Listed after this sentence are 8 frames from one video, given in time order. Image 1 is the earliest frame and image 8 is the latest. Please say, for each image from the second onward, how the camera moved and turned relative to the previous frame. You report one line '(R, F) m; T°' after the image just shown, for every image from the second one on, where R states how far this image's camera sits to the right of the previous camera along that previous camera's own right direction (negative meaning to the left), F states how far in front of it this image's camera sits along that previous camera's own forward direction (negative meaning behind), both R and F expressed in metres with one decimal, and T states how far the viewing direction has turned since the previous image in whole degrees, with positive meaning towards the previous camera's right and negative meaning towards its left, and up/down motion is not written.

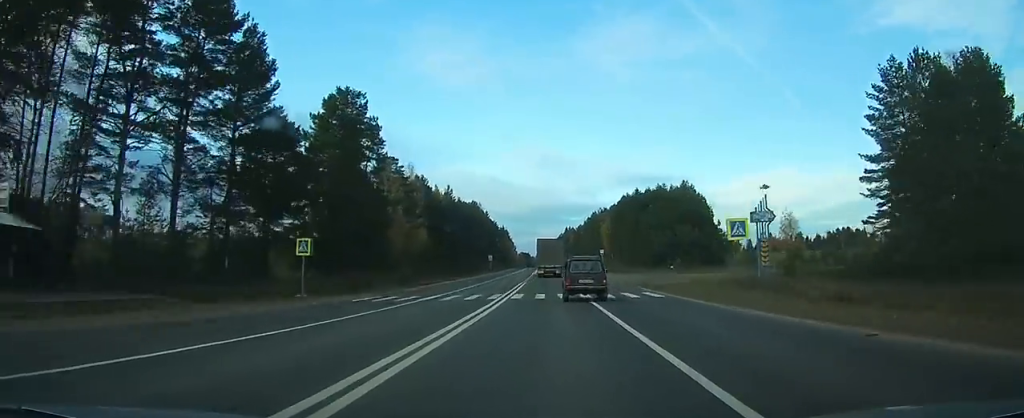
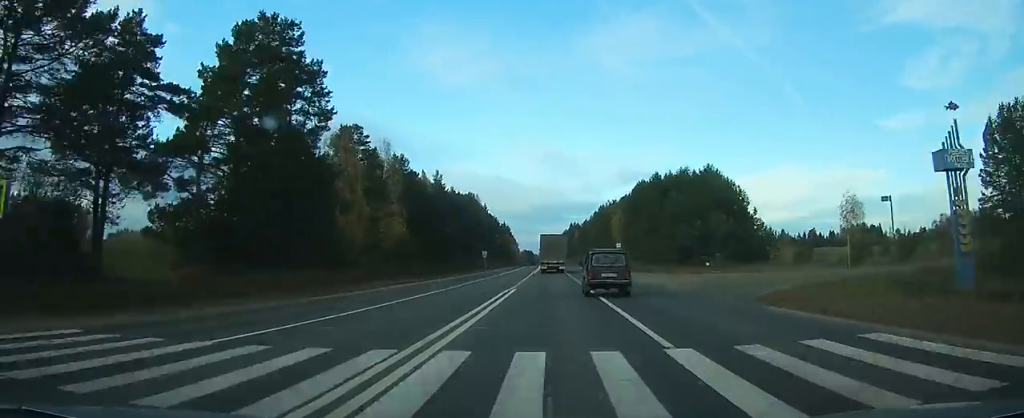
(0.0, +18.9) m; 0°
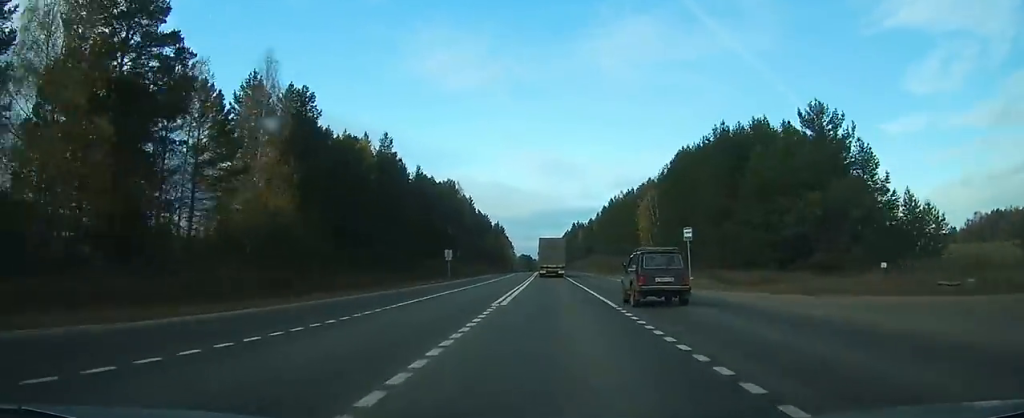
(-0.1, +41.2) m; 0°
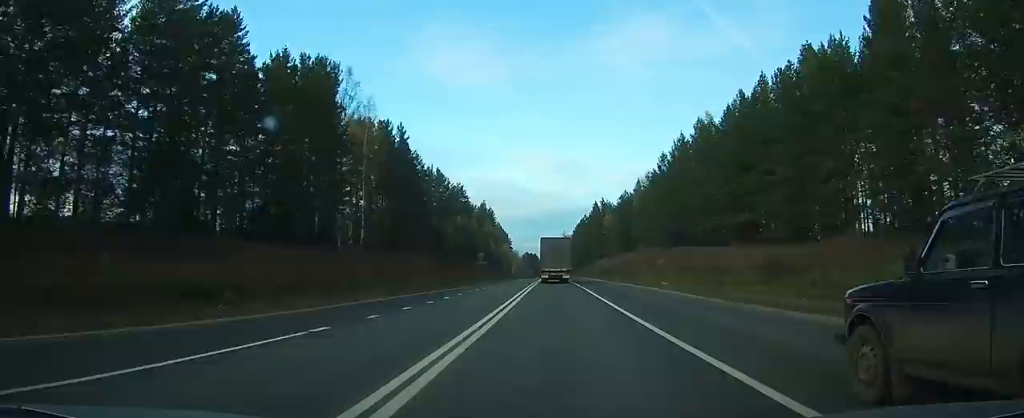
(-0.1, +97.6) m; 0°
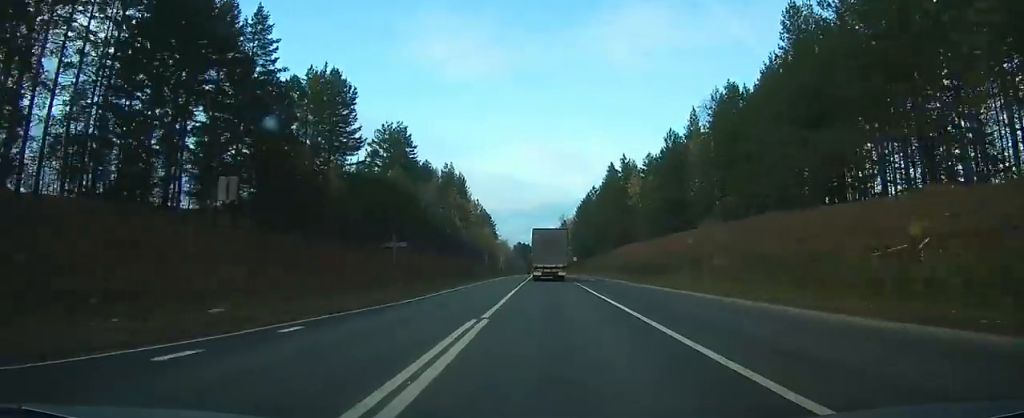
(-0.3, +65.8) m; 0°
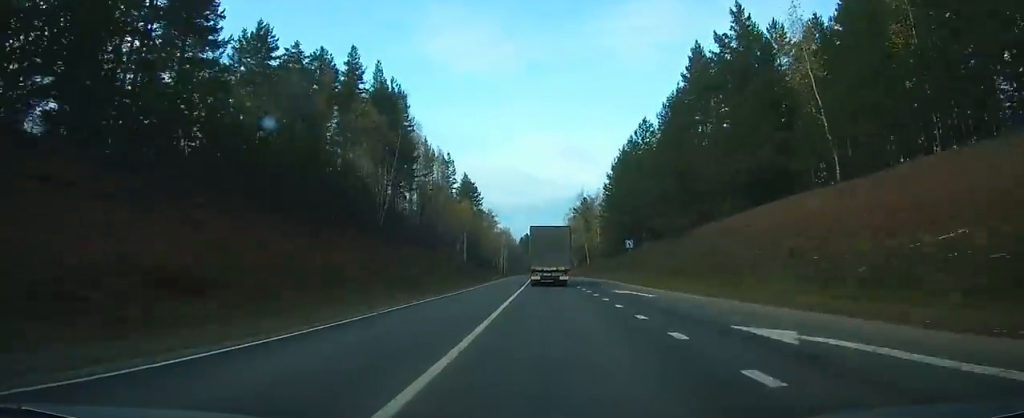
(-0.2, +82.5) m; 0°
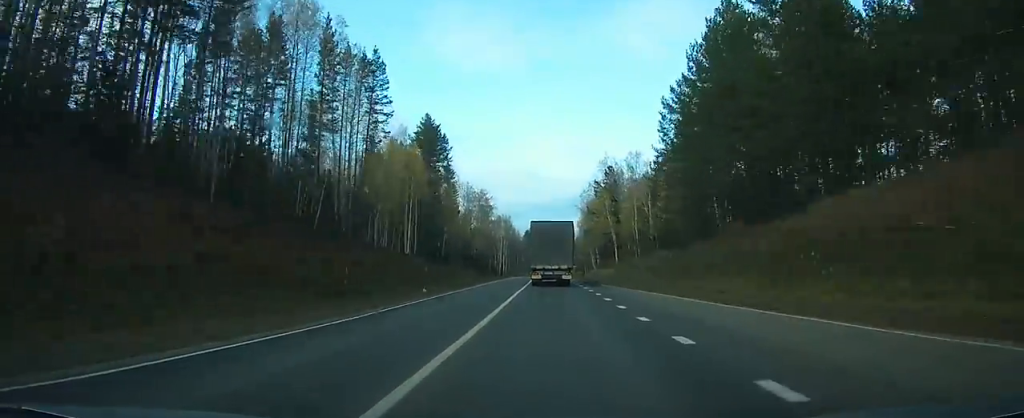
(-0.3, +66.2) m; 0°
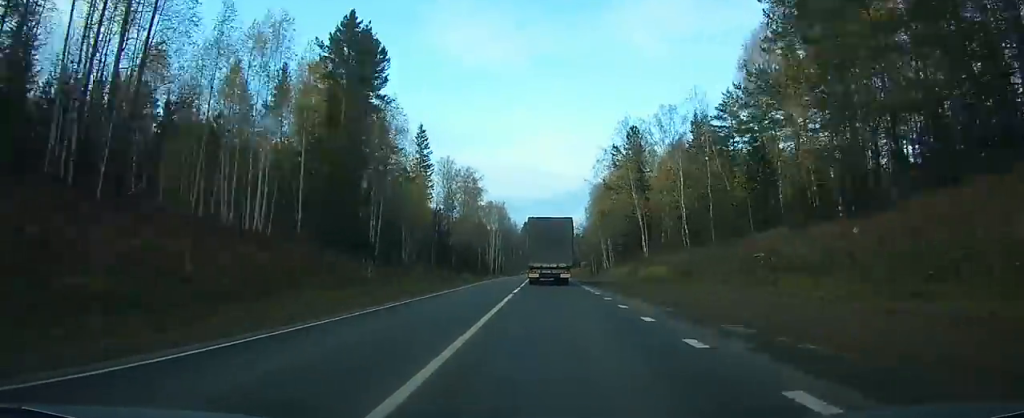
(-0.2, +41.1) m; 0°
